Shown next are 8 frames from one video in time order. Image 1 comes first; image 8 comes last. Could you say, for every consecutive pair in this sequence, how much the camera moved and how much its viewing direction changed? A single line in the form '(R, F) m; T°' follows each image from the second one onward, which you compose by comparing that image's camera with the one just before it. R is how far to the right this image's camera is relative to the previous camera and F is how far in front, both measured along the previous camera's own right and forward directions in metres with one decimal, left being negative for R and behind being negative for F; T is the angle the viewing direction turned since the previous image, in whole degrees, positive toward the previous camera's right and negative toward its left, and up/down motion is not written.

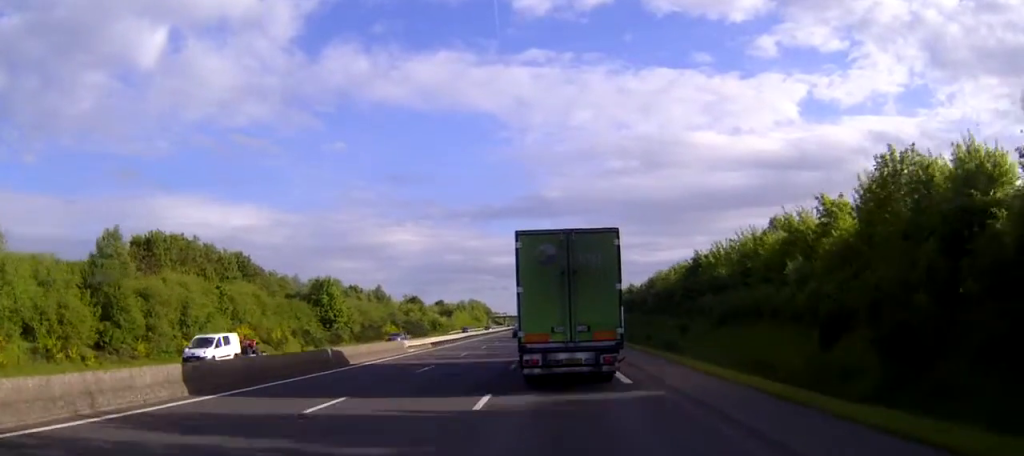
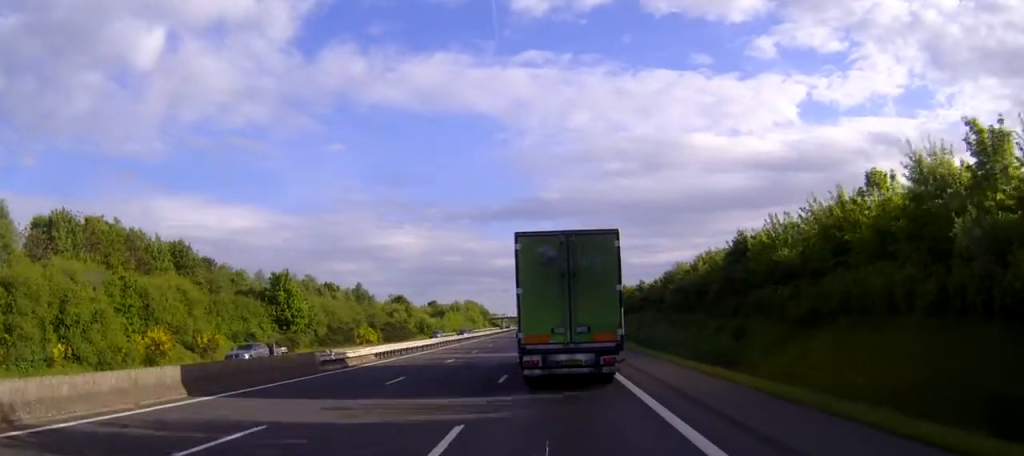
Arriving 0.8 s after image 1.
(0.0, +18.8) m; 0°
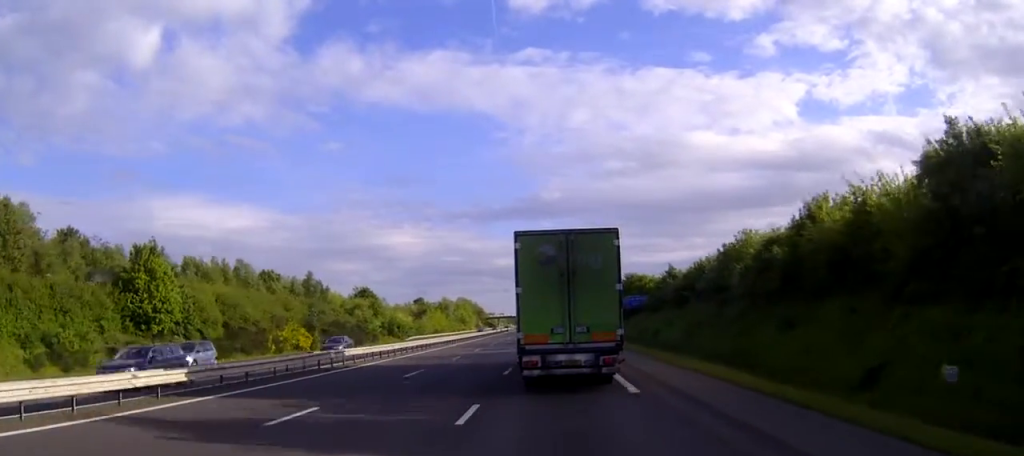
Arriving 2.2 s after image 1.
(0.0, +35.7) m; 0°
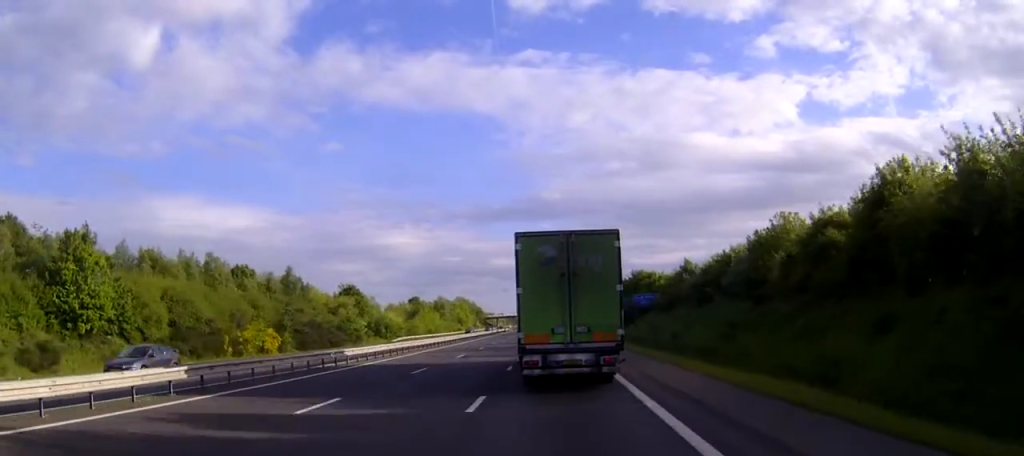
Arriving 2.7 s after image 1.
(0.0, +11.3) m; 0°
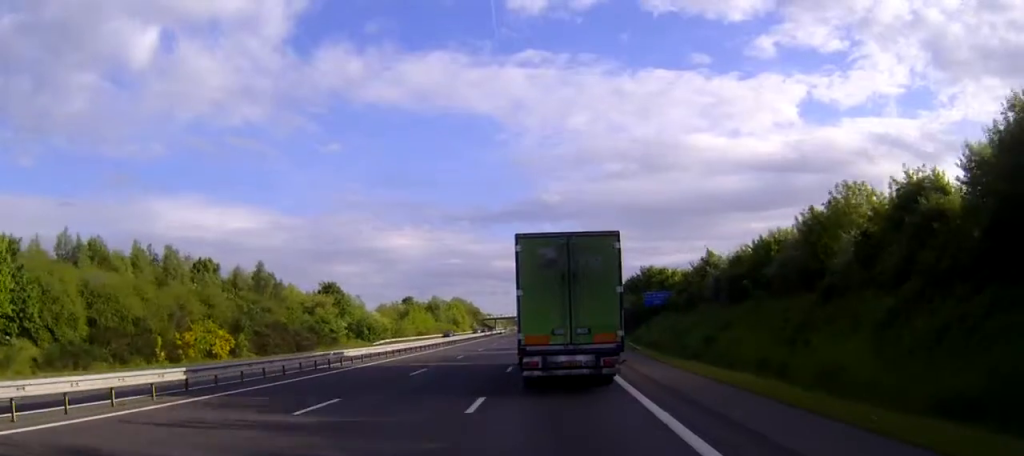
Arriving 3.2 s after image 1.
(0.0, +12.9) m; 0°
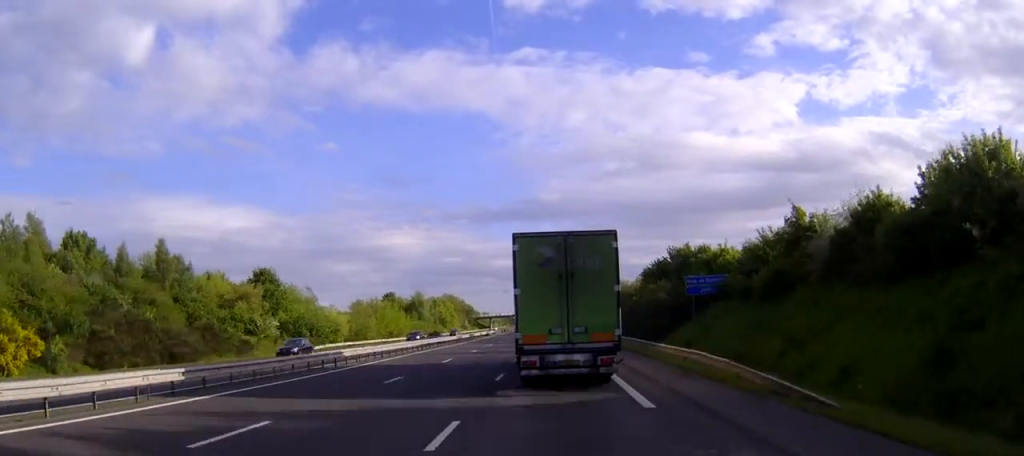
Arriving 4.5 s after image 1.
(-0.1, +30.8) m; 0°
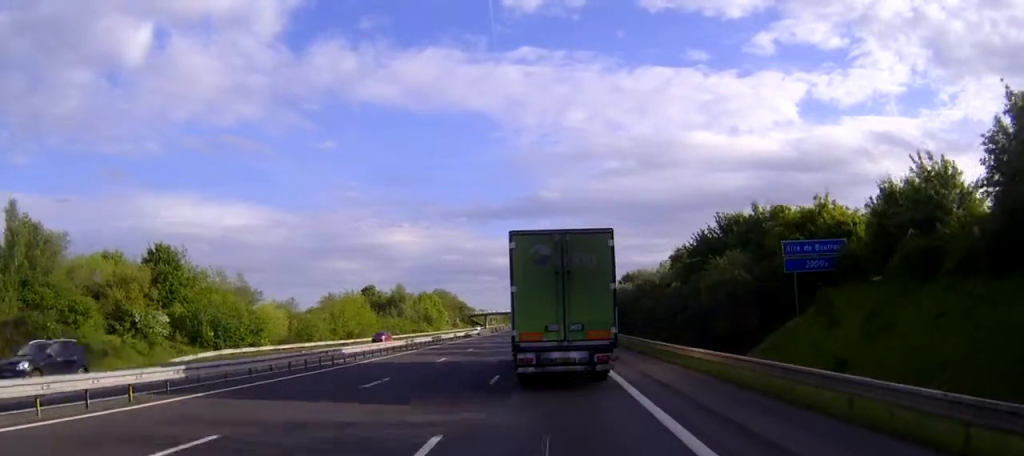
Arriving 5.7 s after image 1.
(0.0, +28.4) m; 0°
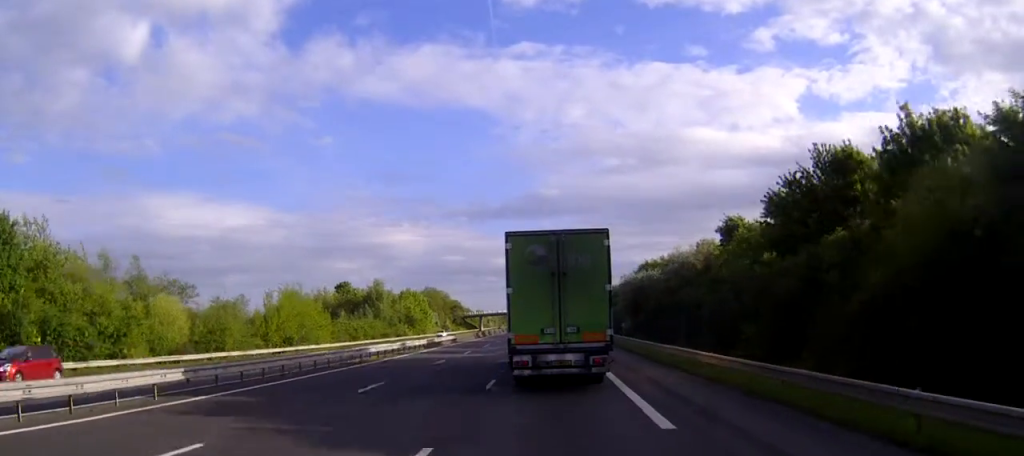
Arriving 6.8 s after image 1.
(0.0, +26.6) m; 0°
